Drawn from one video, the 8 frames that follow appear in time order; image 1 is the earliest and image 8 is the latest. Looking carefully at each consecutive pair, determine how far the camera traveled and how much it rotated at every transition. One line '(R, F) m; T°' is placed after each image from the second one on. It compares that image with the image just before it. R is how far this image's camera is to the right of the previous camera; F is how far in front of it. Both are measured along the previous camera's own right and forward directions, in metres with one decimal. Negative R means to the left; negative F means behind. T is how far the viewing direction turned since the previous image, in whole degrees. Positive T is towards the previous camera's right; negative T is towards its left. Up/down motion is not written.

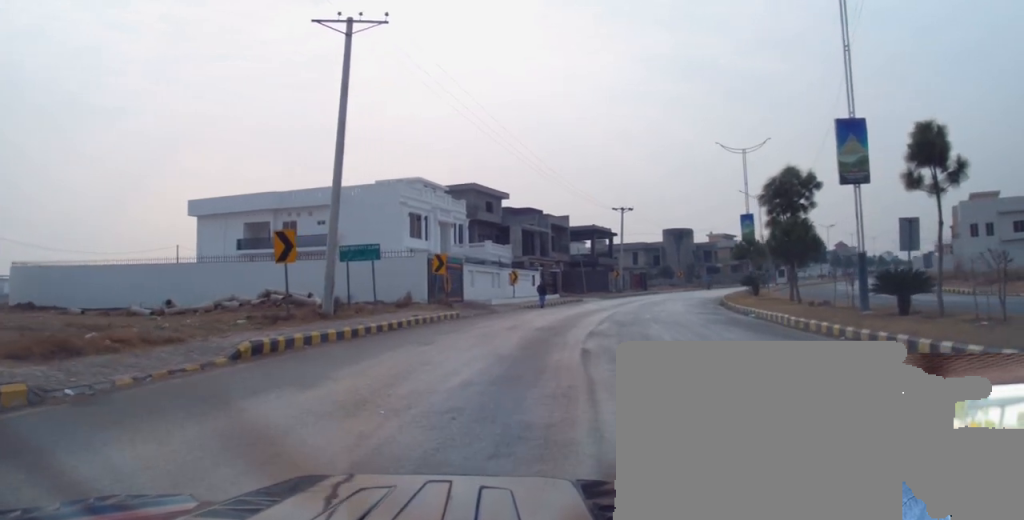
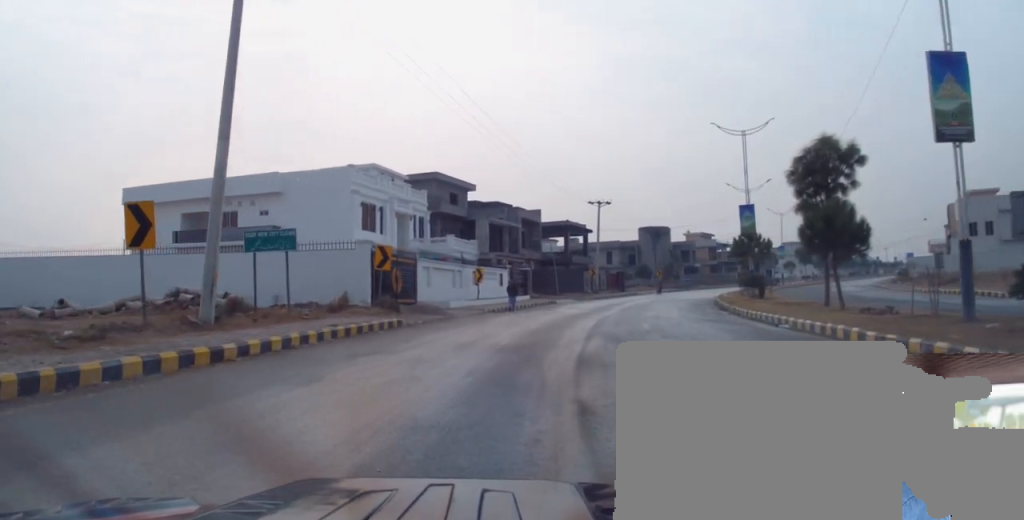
(0.0, +6.6) m; +2°
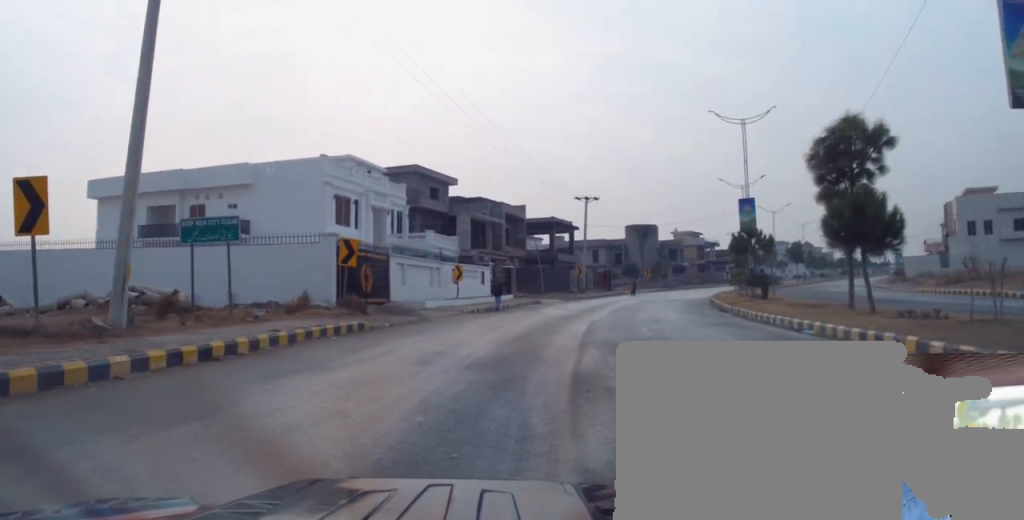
(-0.1, +3.0) m; +2°
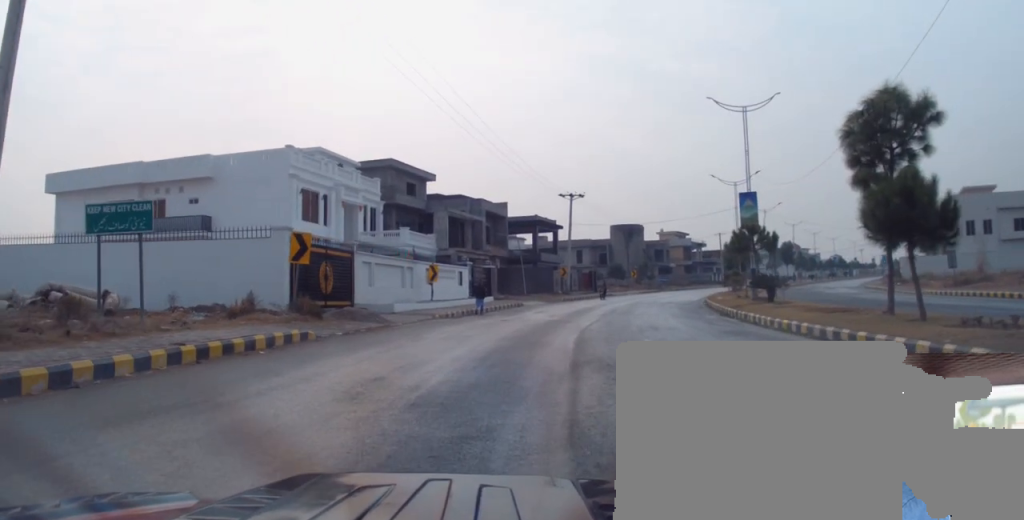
(+0.3, +3.4) m; +2°
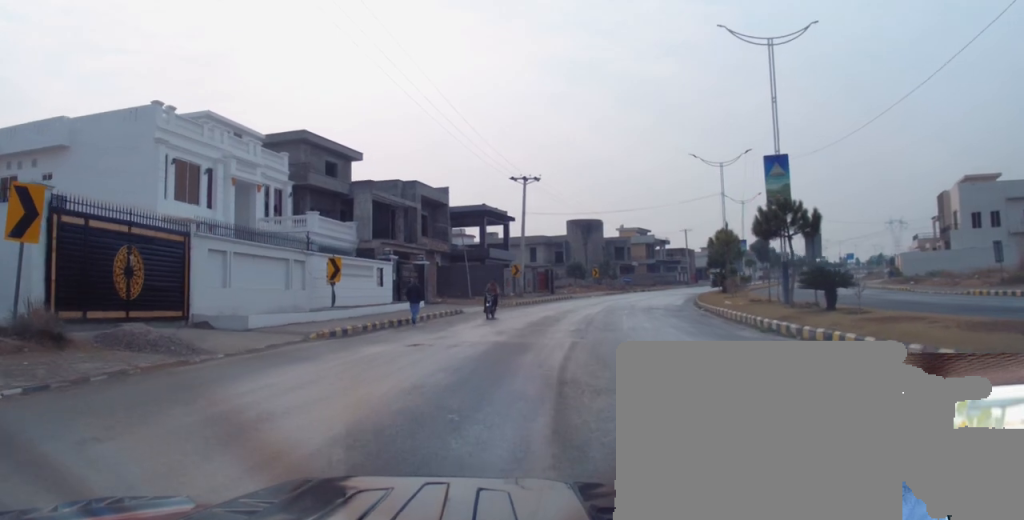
(+0.5, +11.0) m; +6°
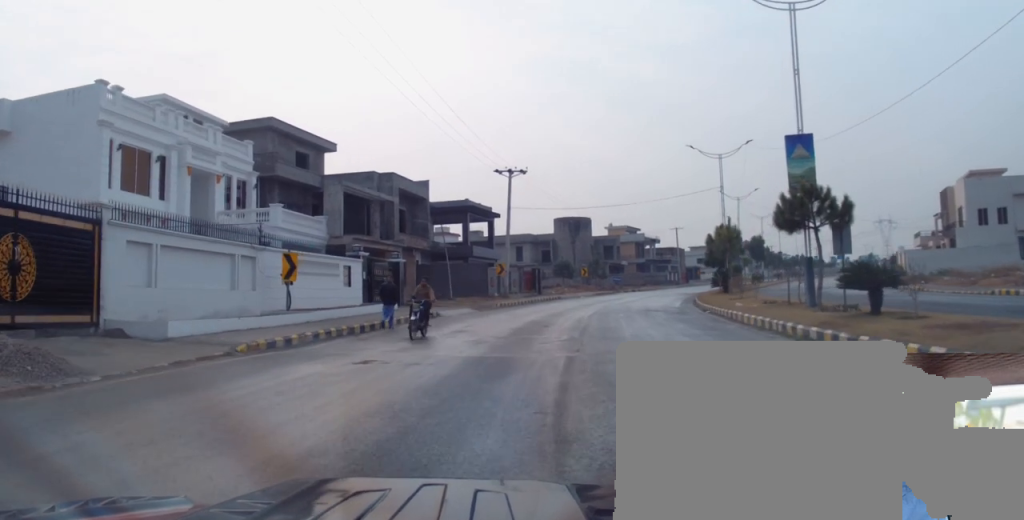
(+0.1, +3.7) m; +1°
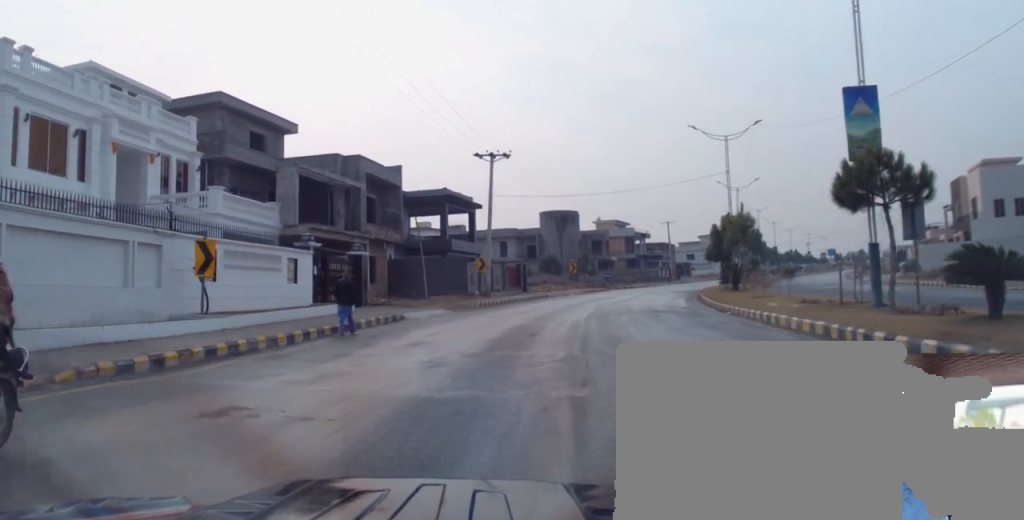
(0.0, +5.4) m; -5°
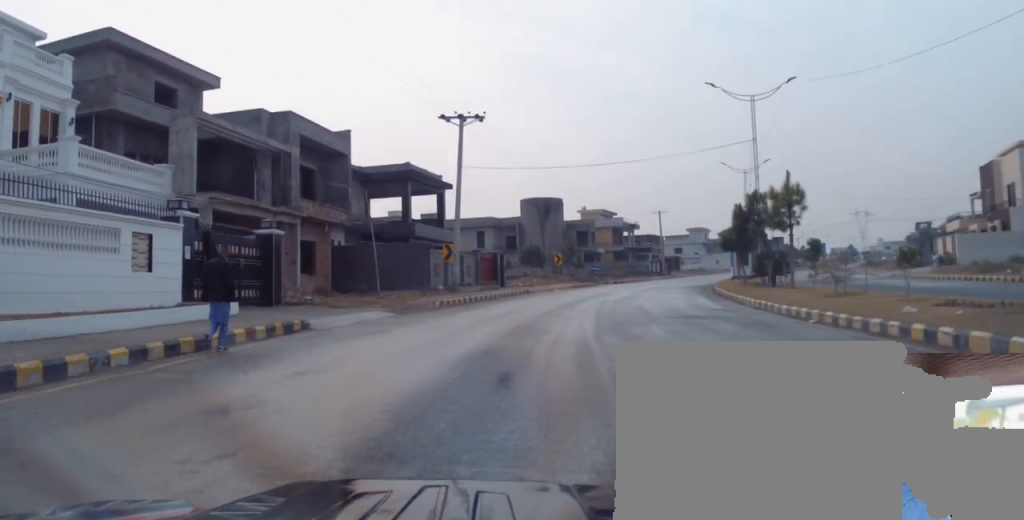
(+0.1, +9.3) m; +5°
